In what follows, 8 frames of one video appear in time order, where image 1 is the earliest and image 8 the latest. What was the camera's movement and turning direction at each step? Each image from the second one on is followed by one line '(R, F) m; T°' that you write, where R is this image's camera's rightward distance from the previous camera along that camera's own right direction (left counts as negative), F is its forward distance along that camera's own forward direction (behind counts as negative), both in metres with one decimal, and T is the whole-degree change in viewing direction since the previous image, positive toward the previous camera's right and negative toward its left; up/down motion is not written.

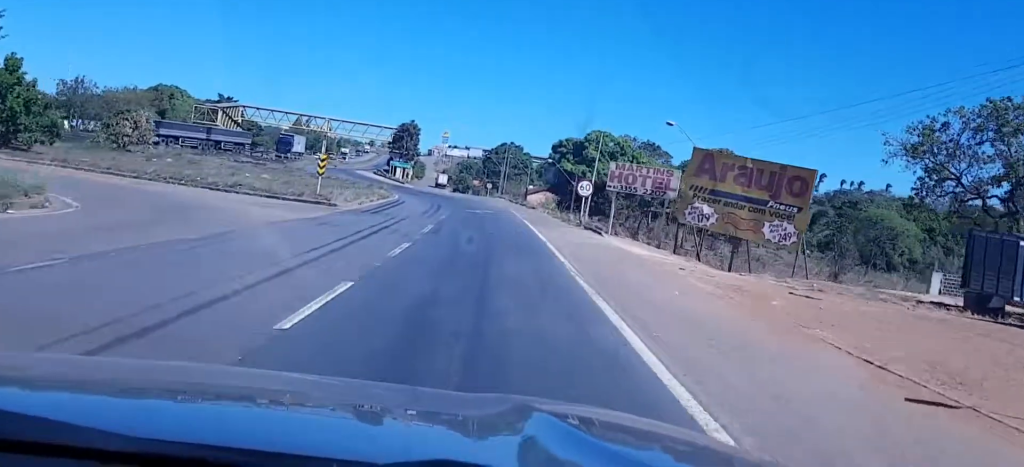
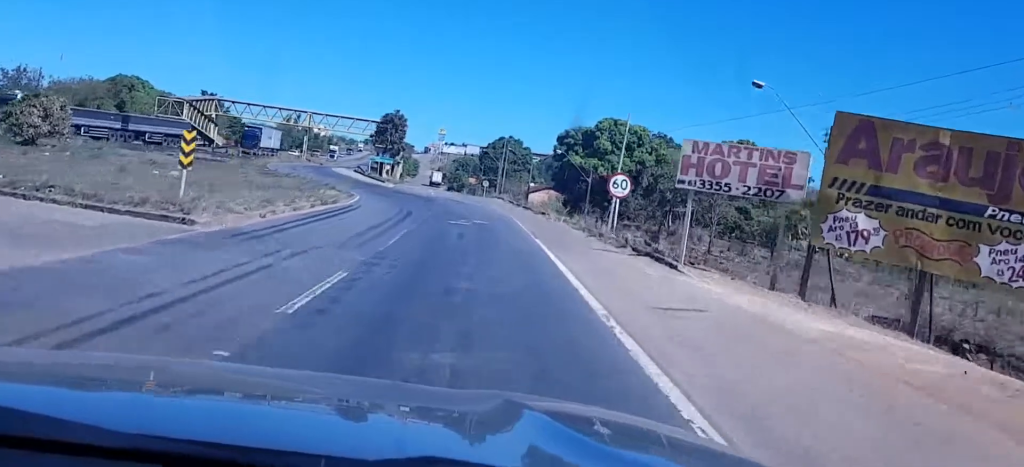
(+0.4, +16.3) m; +3°
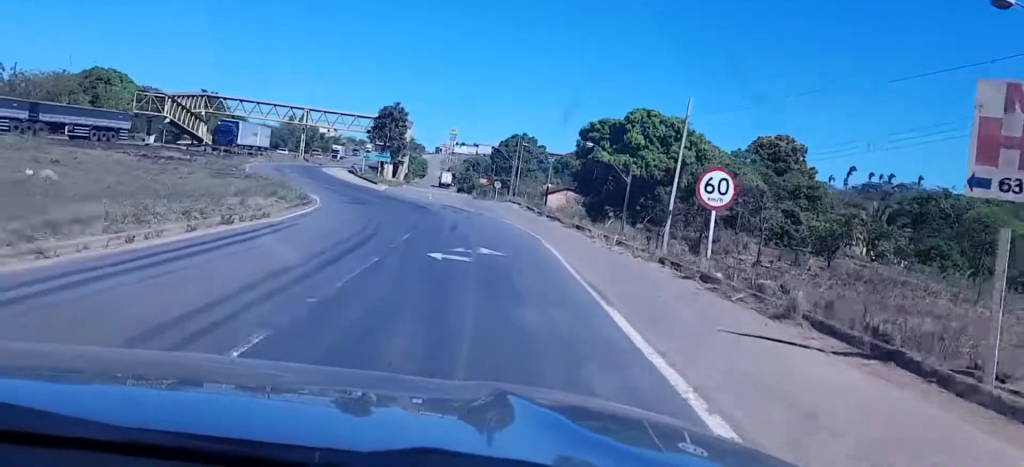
(+0.4, +13.7) m; +3°
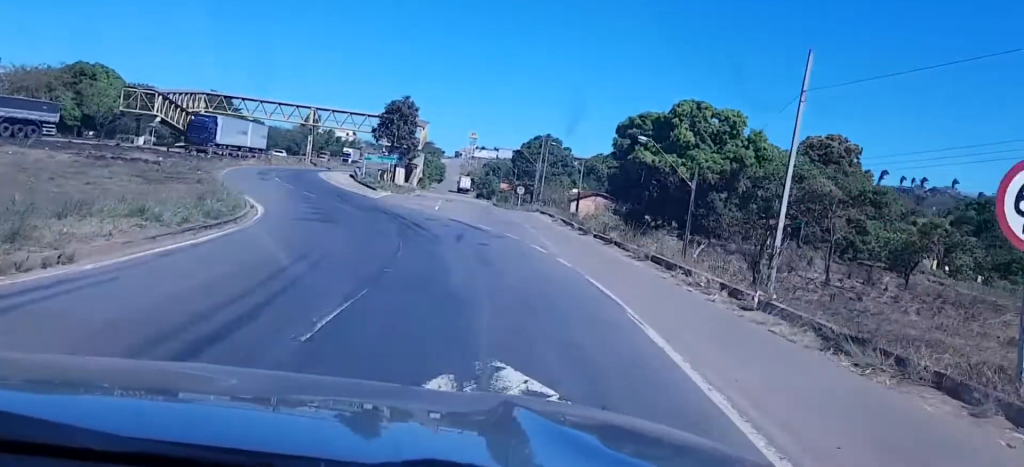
(+0.3, +12.0) m; -1°
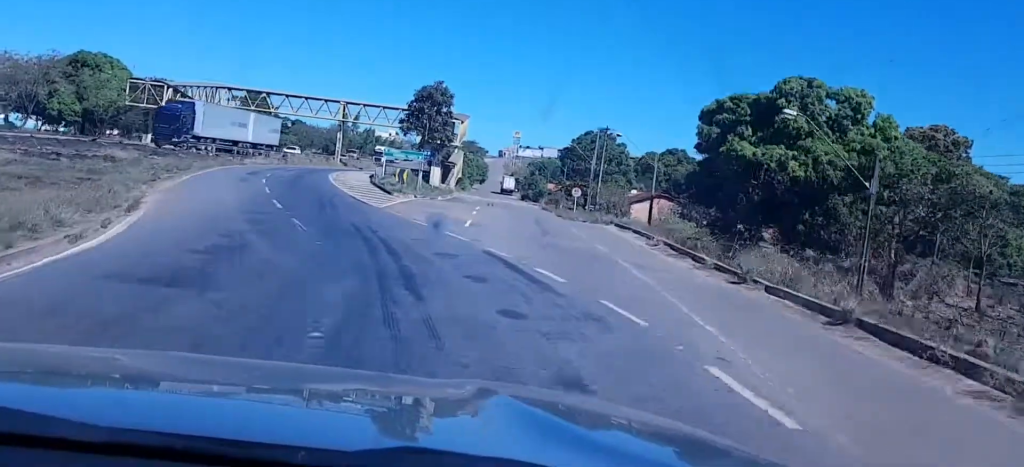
(-0.2, +15.0) m; -4°
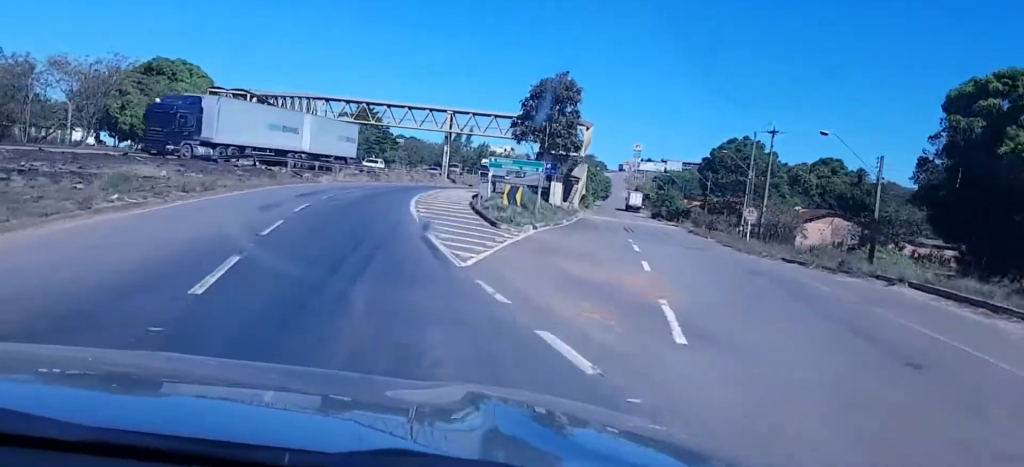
(-1.2, +16.4) m; -7°
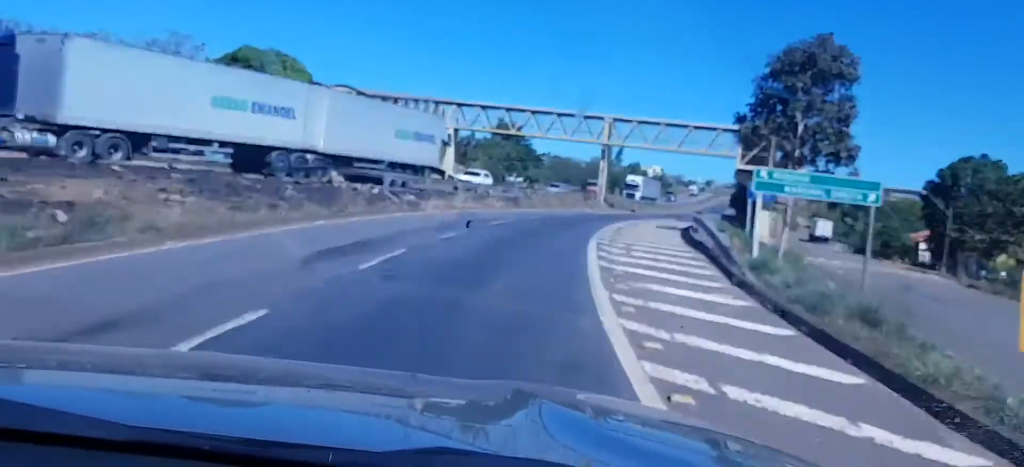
(-1.4, +21.4) m; -9°
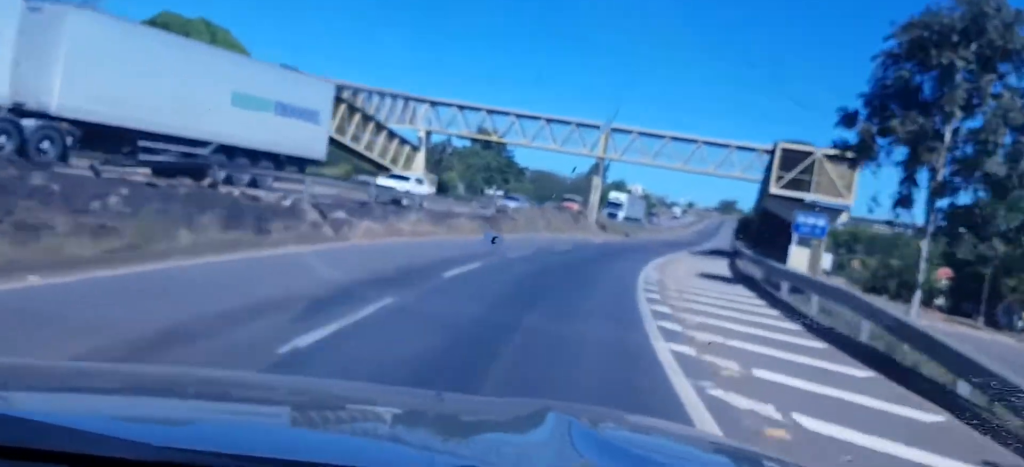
(-0.7, +13.6) m; -2°
